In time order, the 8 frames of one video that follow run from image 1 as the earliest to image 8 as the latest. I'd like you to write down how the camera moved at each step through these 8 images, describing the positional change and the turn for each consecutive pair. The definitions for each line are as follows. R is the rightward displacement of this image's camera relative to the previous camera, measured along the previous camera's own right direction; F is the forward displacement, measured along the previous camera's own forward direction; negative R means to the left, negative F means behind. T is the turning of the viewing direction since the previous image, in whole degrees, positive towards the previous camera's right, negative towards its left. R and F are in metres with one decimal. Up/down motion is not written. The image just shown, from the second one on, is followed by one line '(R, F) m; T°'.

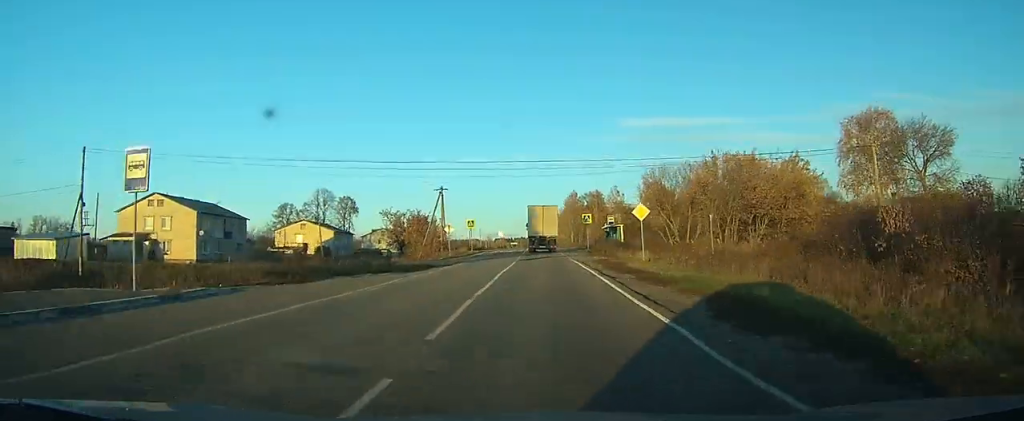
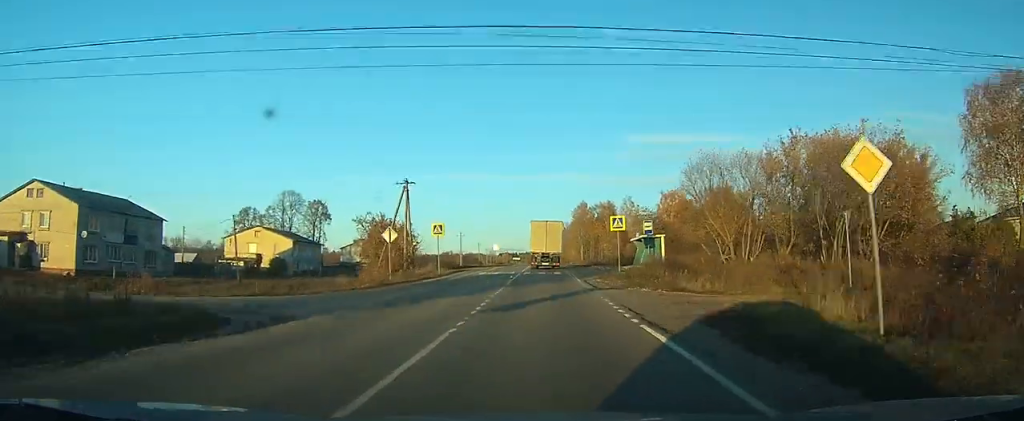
(0.0, +21.3) m; 0°
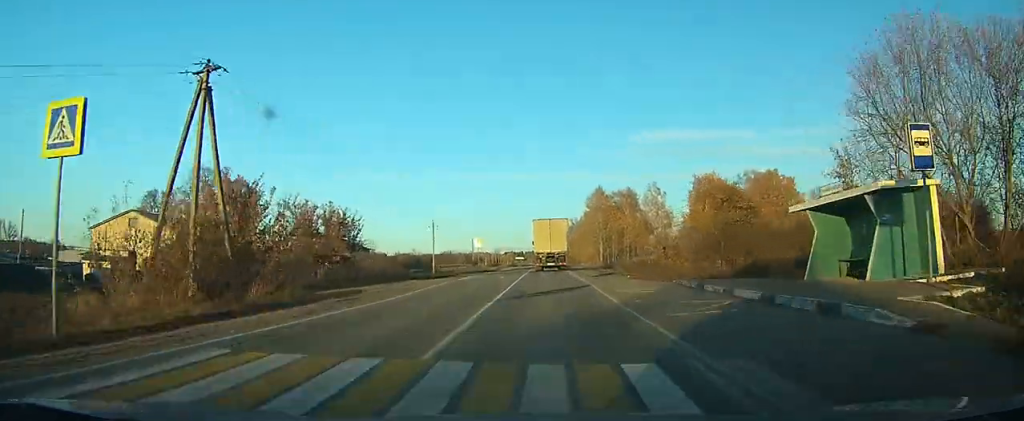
(-0.1, +33.3) m; 0°
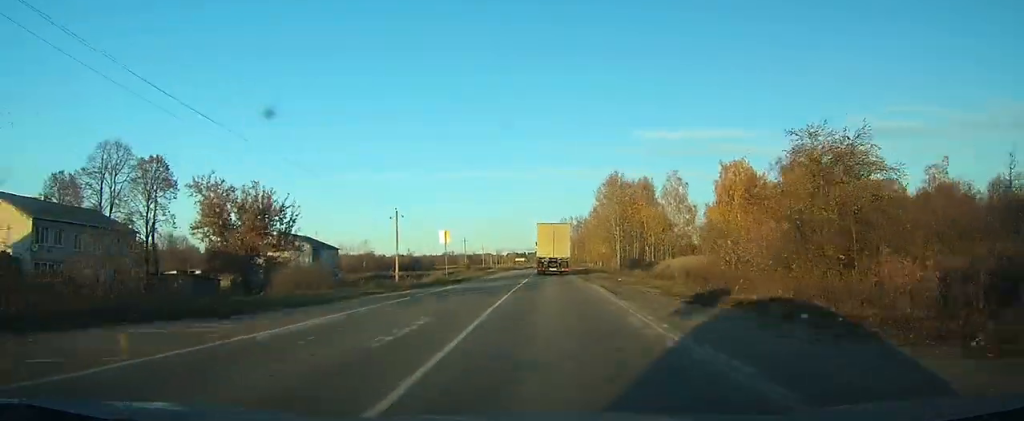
(-0.1, +21.4) m; 0°
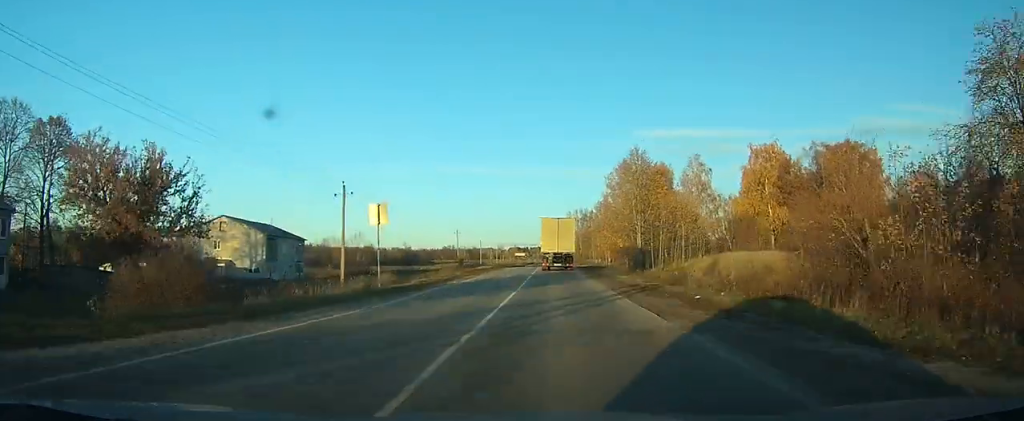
(0.0, +18.2) m; +1°
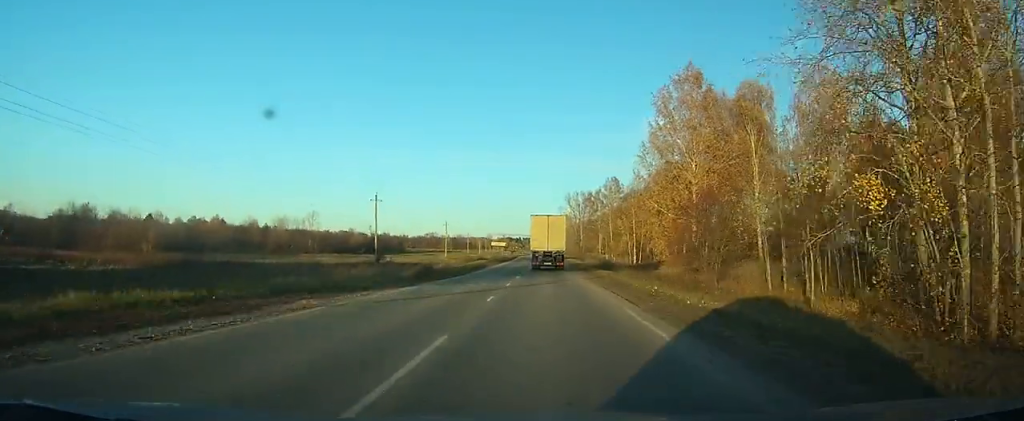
(+0.6, +60.0) m; 0°
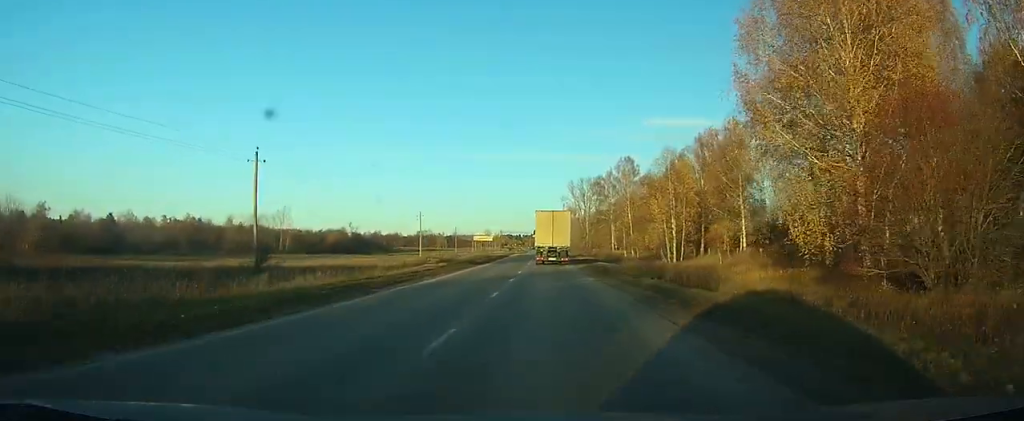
(-0.4, +31.3) m; -1°
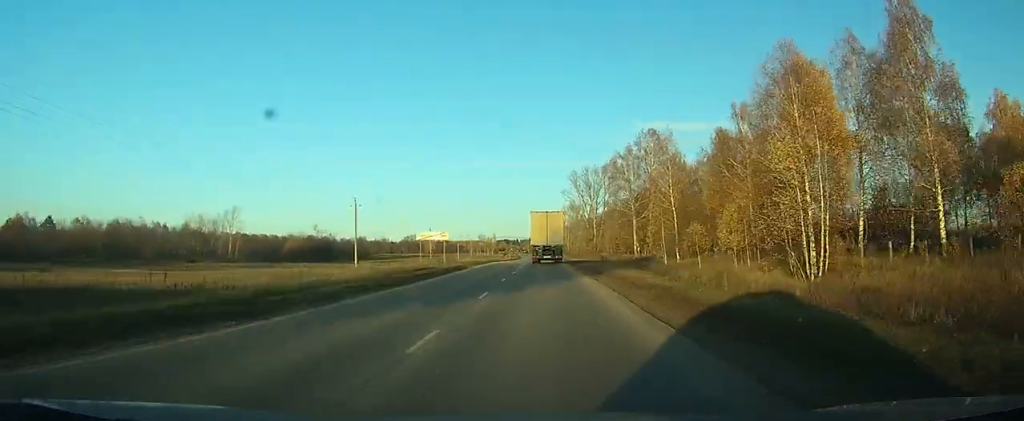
(+0.2, +39.7) m; 0°
